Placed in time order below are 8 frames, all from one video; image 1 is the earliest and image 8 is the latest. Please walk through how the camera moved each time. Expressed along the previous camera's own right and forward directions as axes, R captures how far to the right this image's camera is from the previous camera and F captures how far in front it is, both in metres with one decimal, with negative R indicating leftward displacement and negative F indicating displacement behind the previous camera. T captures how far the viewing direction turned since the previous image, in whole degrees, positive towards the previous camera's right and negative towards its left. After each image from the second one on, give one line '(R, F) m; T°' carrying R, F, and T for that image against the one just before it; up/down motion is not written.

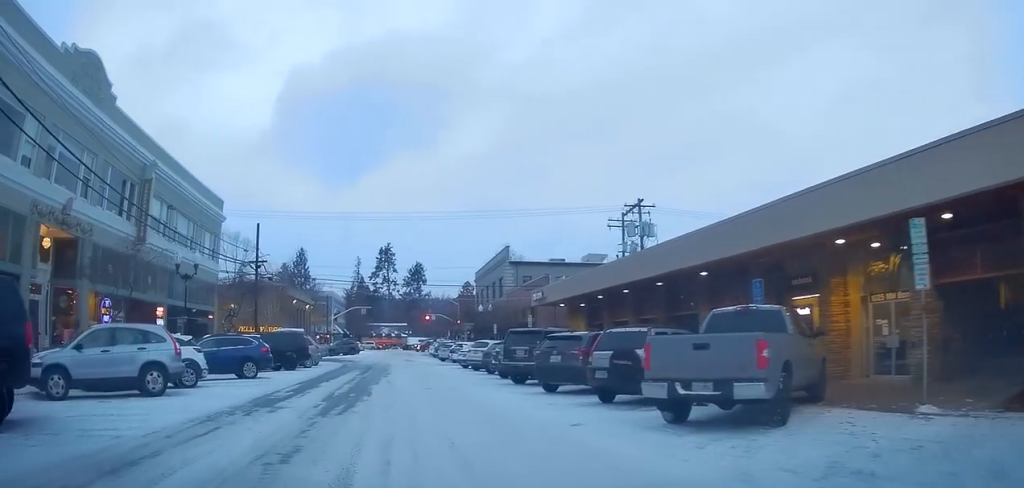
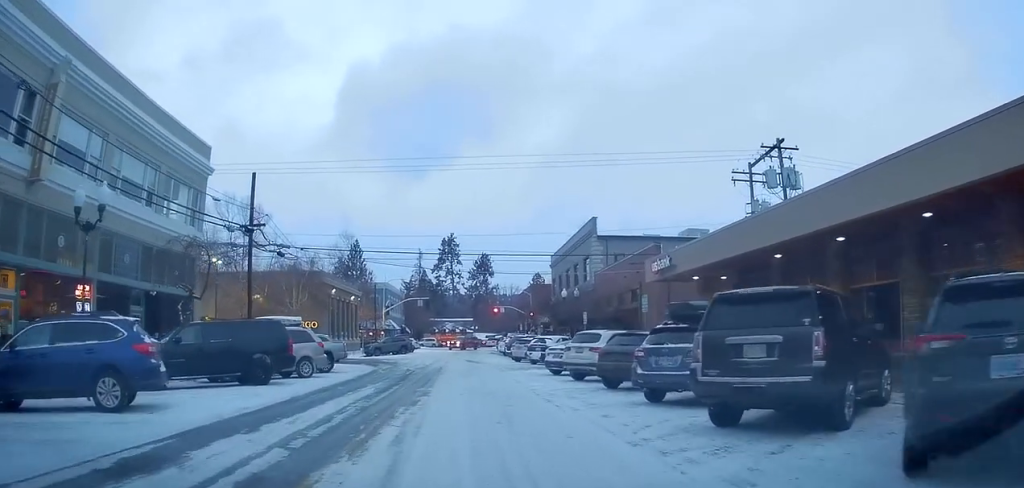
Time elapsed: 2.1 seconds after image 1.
(-1.9, +11.4) m; -20°
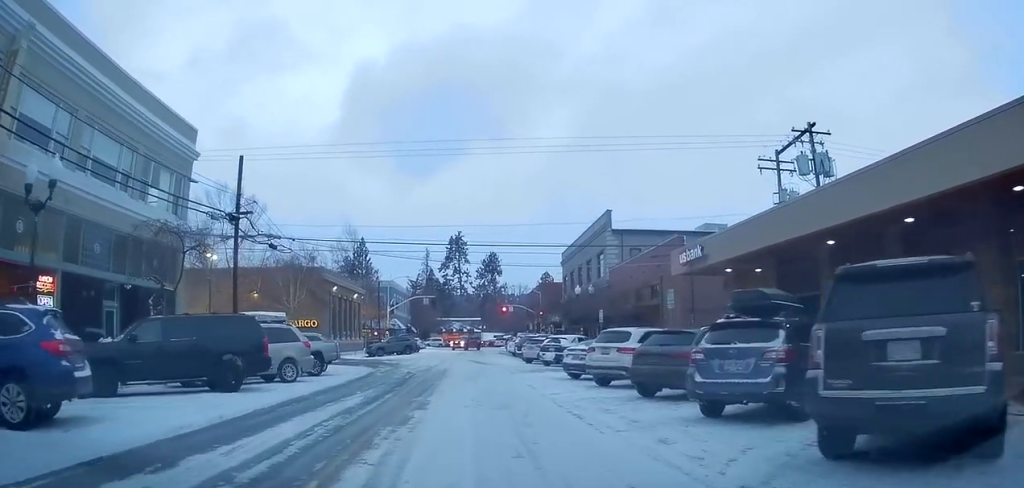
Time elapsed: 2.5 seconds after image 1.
(+0.2, +2.5) m; -6°
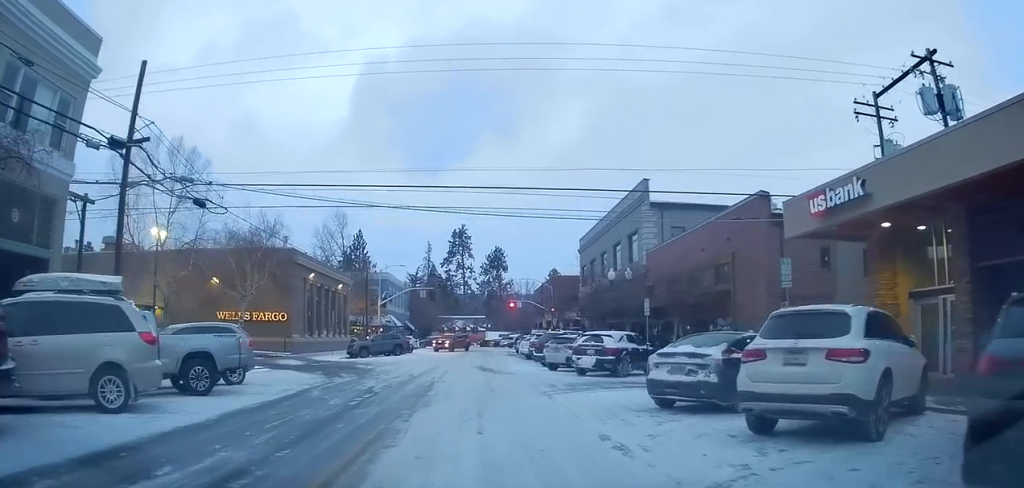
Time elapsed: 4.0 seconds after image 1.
(-1.9, +8.9) m; -14°
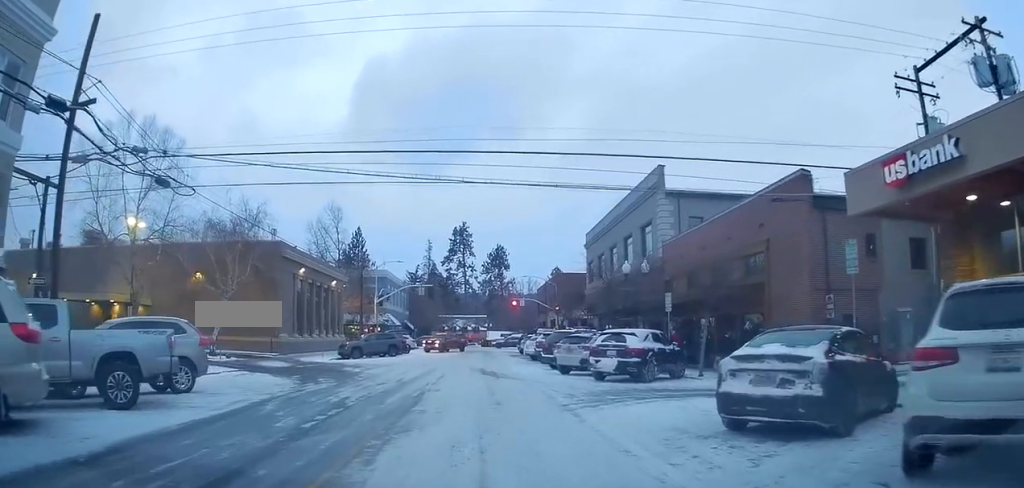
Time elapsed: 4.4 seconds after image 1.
(-0.1, +3.0) m; +1°
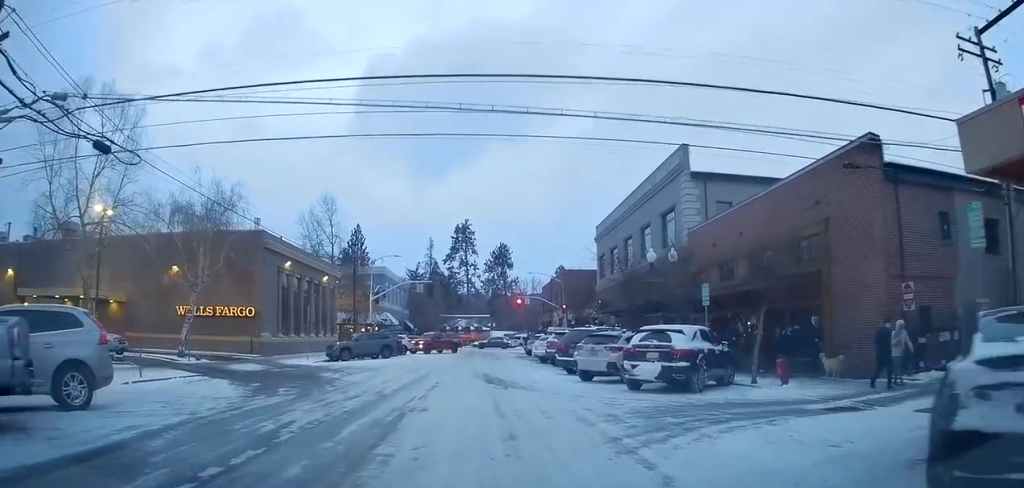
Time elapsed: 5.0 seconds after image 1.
(+0.1, +4.0) m; +2°
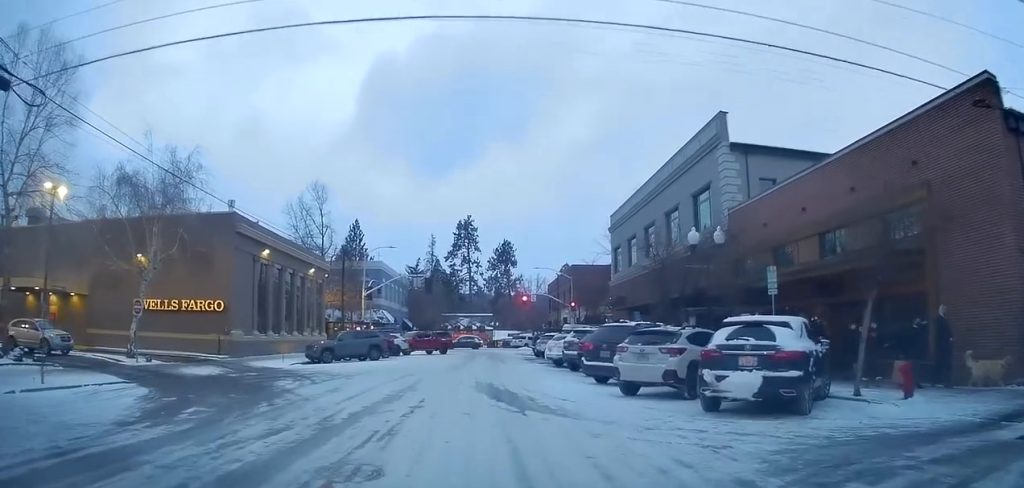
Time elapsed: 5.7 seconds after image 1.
(+0.3, +5.2) m; +2°
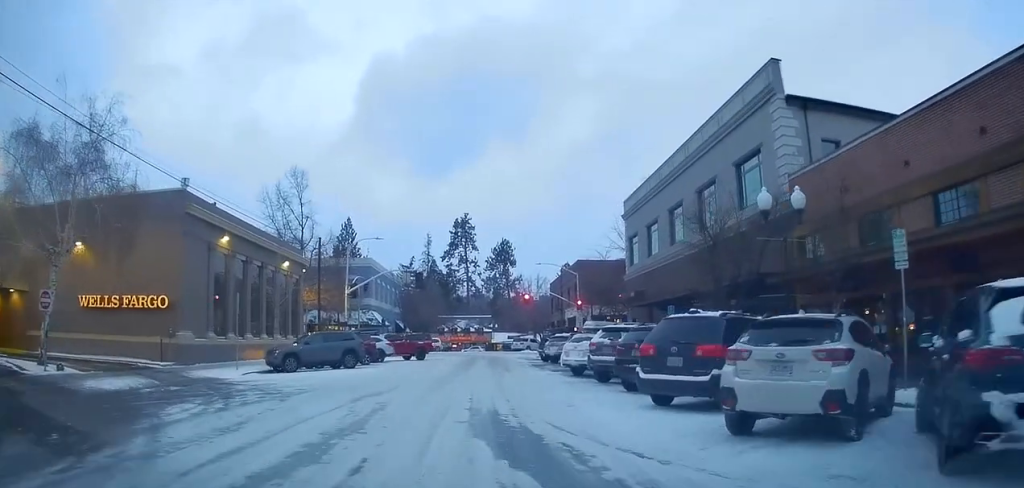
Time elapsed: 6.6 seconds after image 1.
(-0.1, +6.3) m; 0°
